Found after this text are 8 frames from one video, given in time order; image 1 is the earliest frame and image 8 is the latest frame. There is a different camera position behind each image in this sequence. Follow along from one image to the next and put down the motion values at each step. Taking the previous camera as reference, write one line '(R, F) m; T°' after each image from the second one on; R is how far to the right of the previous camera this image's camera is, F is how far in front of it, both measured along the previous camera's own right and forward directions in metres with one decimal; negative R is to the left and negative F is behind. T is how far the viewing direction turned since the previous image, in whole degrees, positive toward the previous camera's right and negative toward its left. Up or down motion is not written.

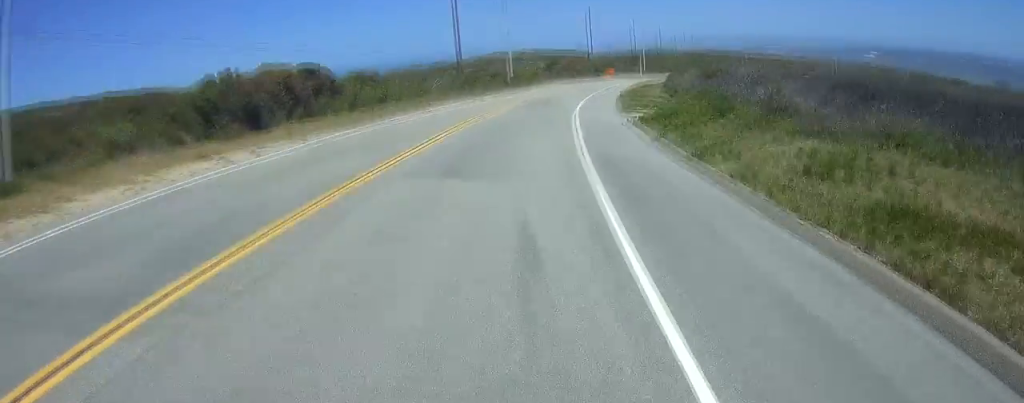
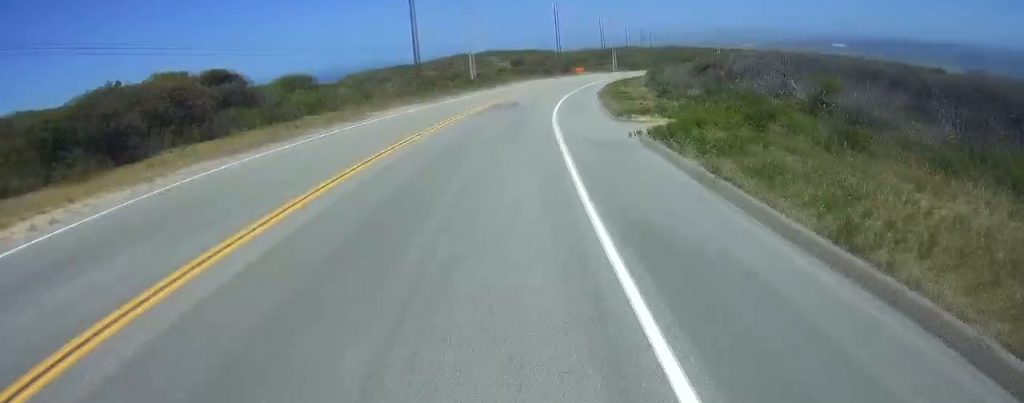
(+0.1, +8.1) m; +1°
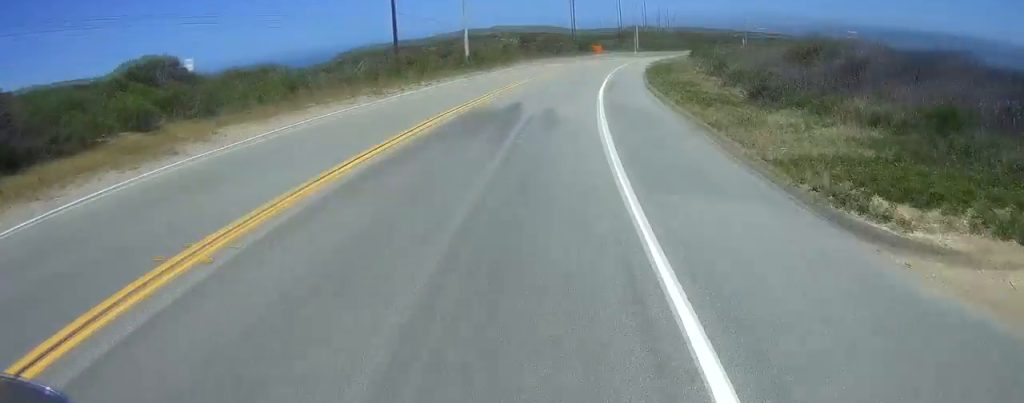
(+0.1, +18.1) m; +2°
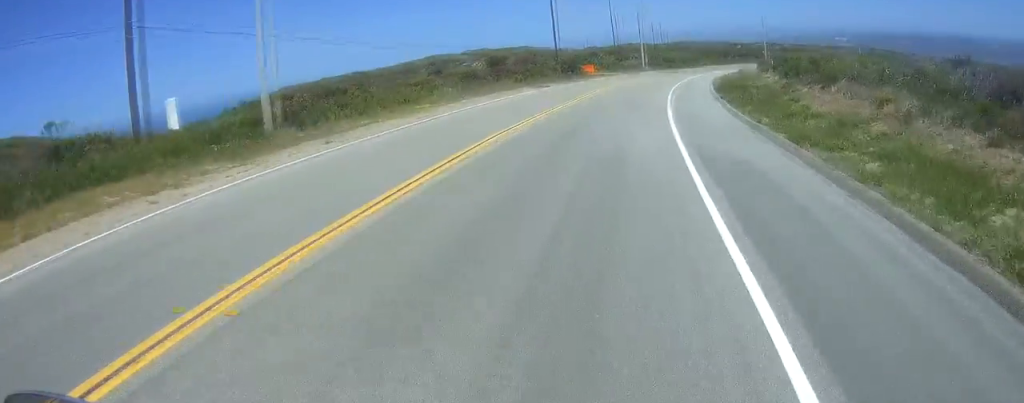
(+3.3, +36.2) m; +13°
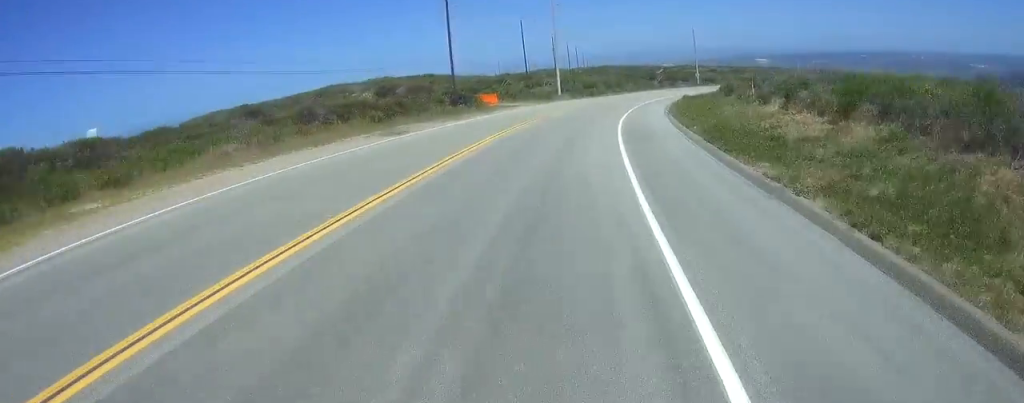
(+1.2, +17.1) m; +4°
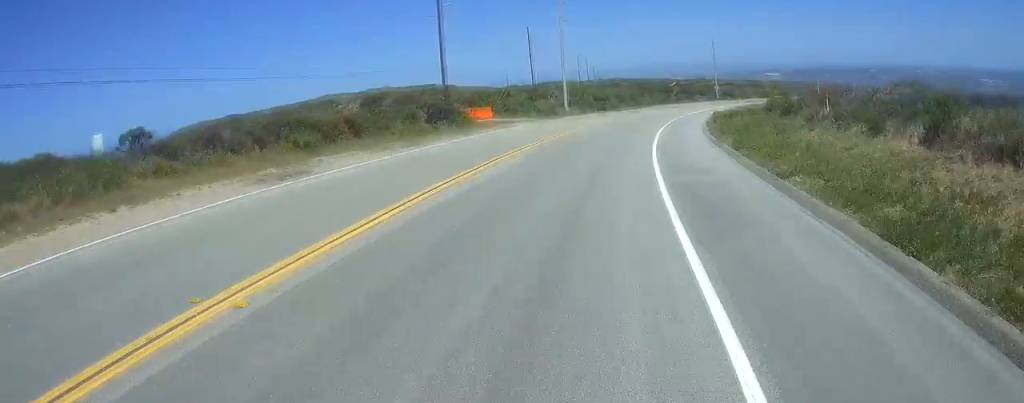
(0.0, +11.0) m; 0°
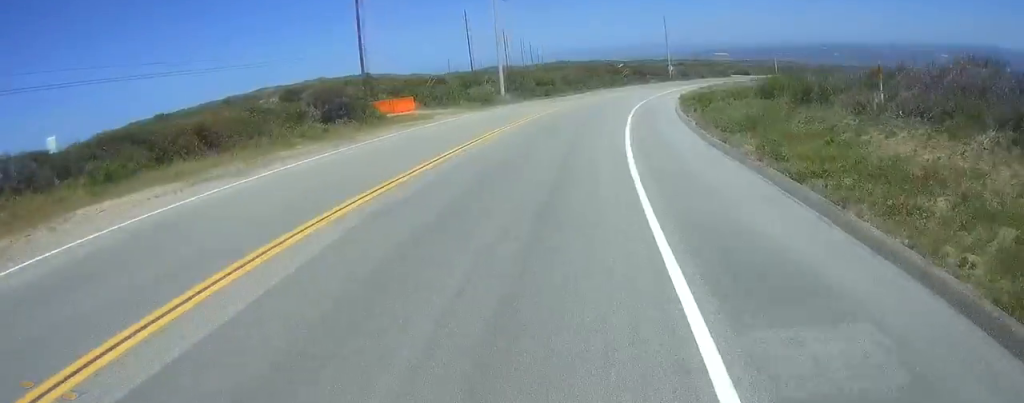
(0.0, +10.6) m; 0°
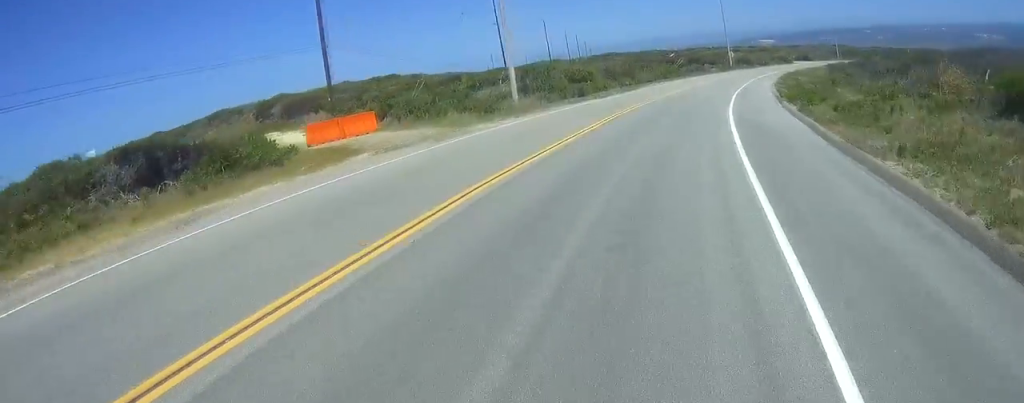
(0.0, +21.6) m; 0°
